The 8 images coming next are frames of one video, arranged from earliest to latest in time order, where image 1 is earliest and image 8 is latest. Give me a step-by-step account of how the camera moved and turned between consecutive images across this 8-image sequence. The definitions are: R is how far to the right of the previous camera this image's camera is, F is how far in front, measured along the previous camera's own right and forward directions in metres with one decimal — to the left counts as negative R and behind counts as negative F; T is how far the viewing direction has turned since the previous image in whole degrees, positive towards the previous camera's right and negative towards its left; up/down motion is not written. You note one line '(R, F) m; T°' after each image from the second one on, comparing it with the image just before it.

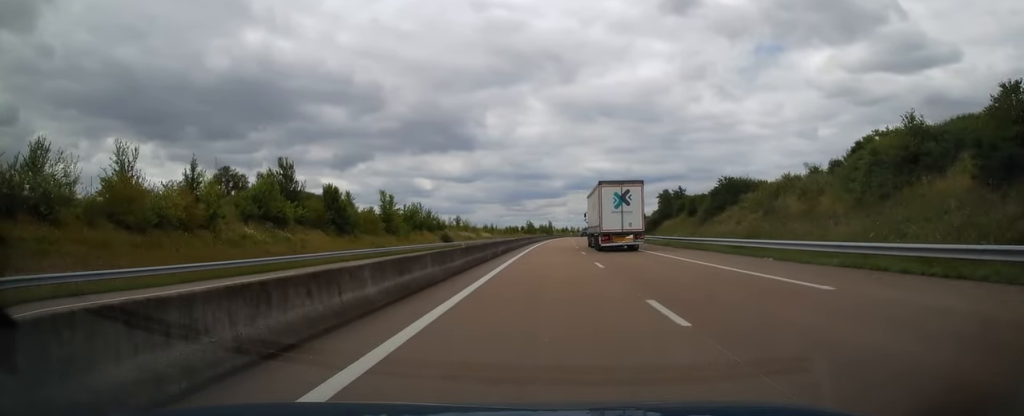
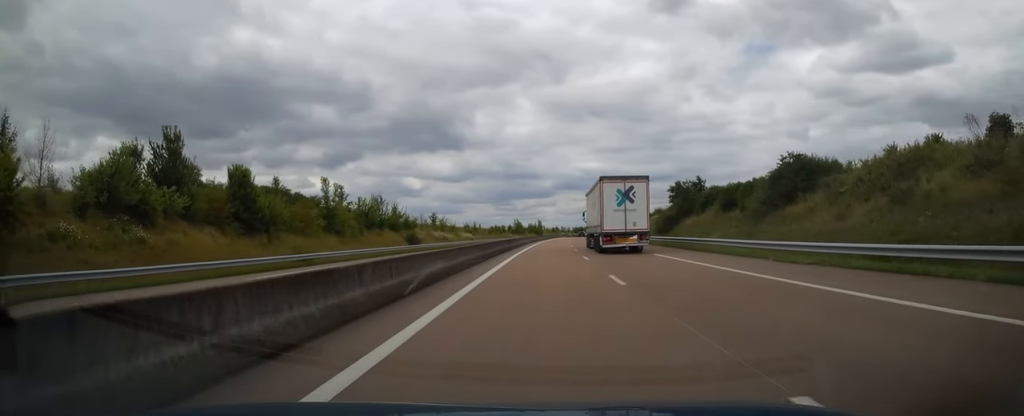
(-0.1, +19.4) m; +1°
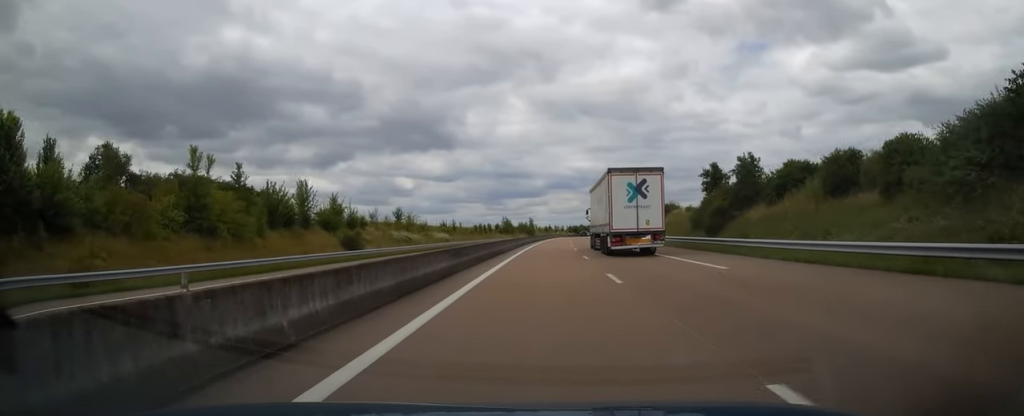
(+0.7, +25.3) m; +2°
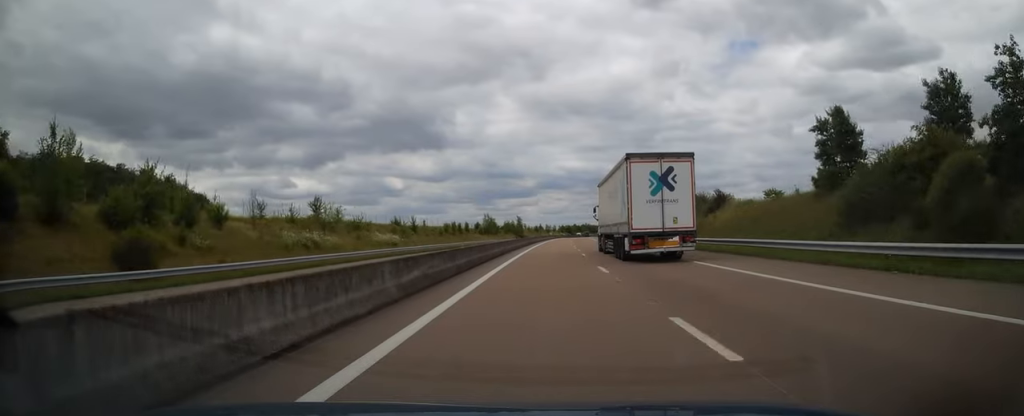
(0.0, +34.5) m; 0°
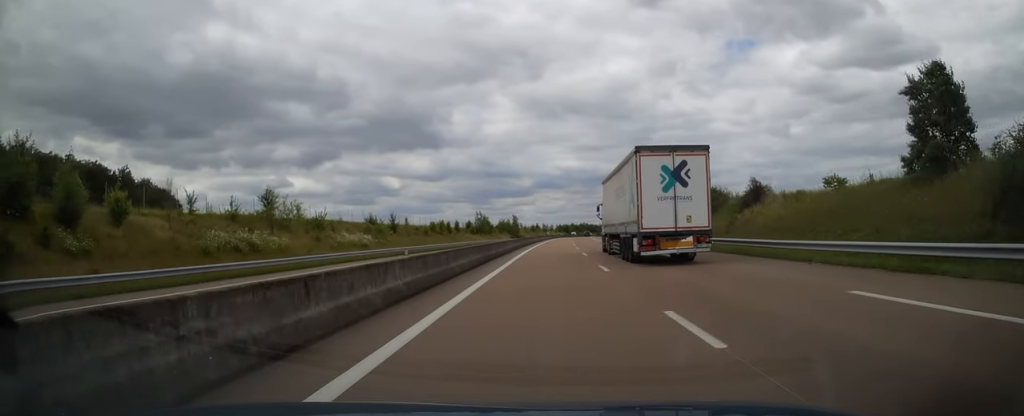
(0.0, +12.2) m; 0°
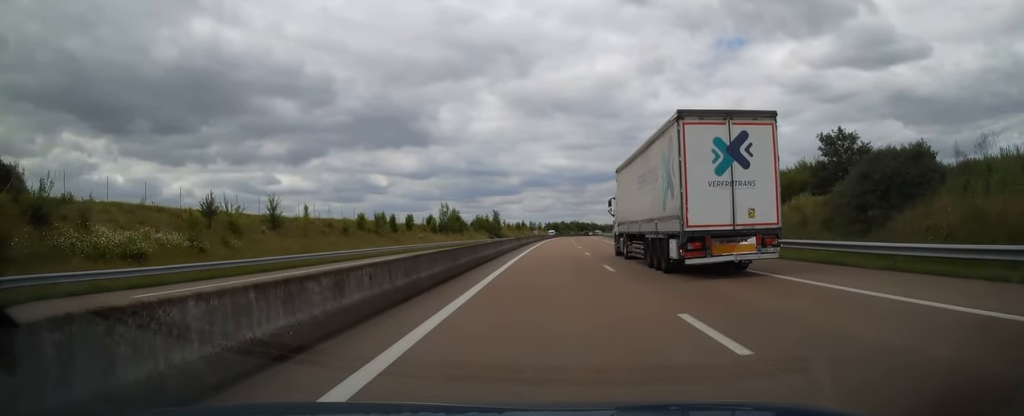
(+0.5, +38.9) m; +1°
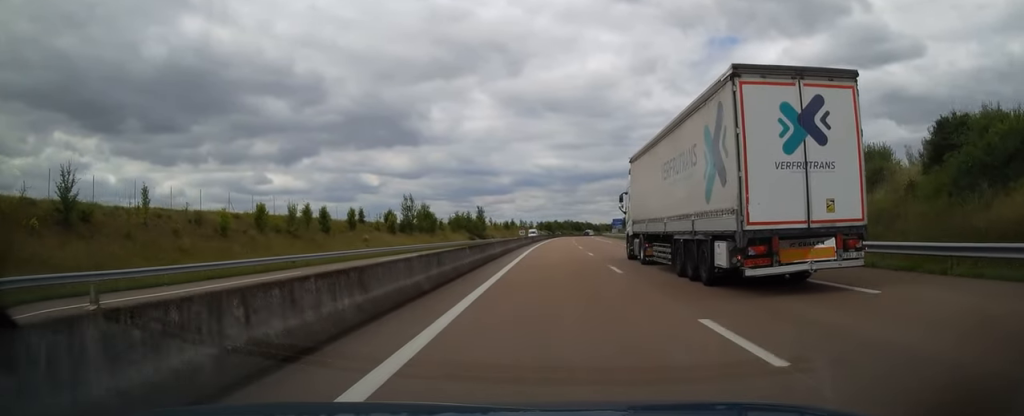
(0.0, +26.3) m; +1°
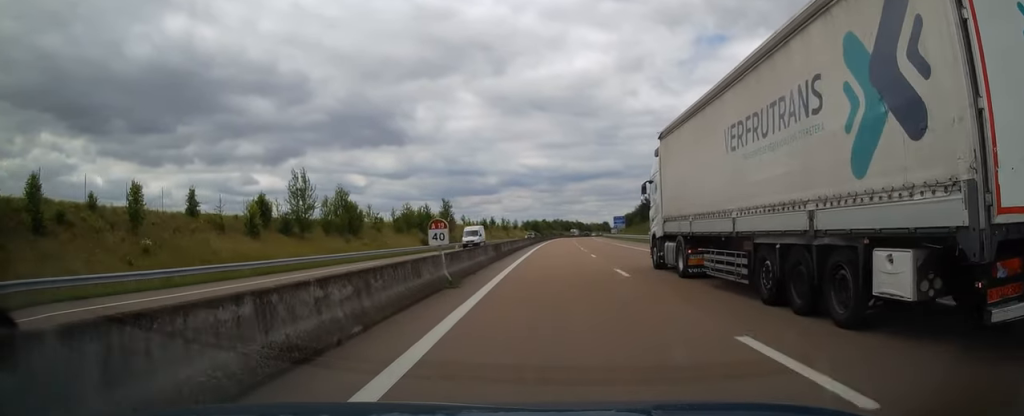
(+0.5, +40.2) m; +1°
